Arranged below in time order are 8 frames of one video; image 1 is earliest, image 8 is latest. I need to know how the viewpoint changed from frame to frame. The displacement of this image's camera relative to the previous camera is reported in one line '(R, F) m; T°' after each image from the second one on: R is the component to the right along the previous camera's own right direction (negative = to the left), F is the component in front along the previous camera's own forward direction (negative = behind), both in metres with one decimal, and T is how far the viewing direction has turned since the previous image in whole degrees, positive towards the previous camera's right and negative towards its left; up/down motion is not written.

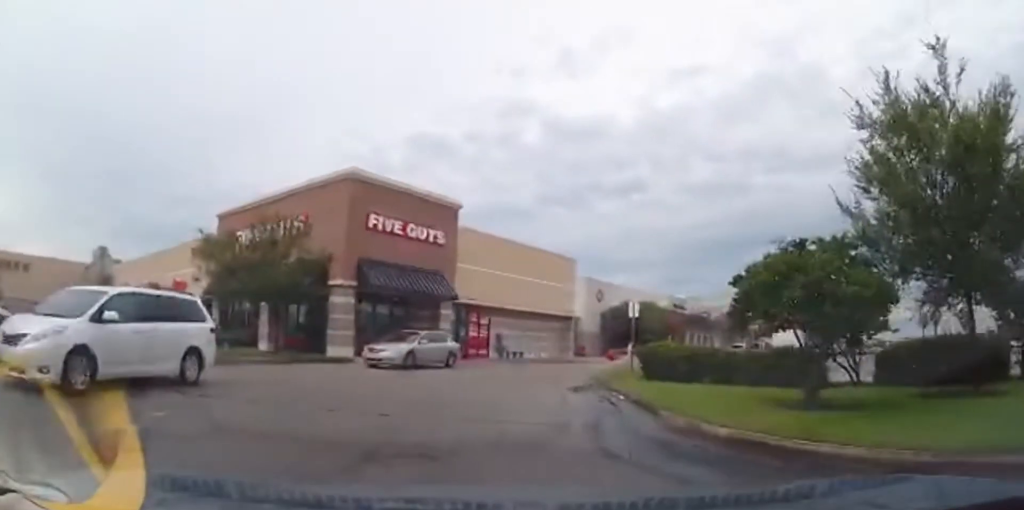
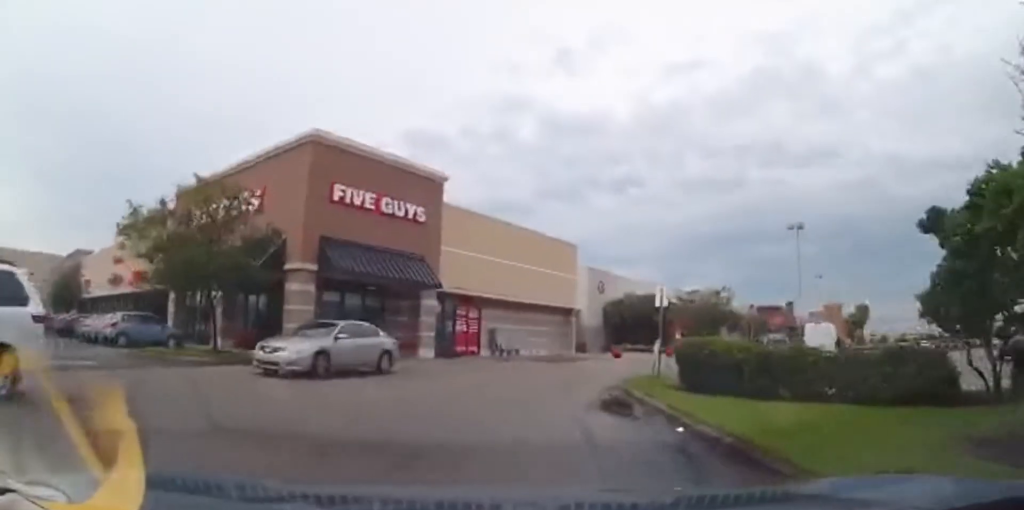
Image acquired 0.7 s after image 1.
(+0.1, +5.2) m; 0°
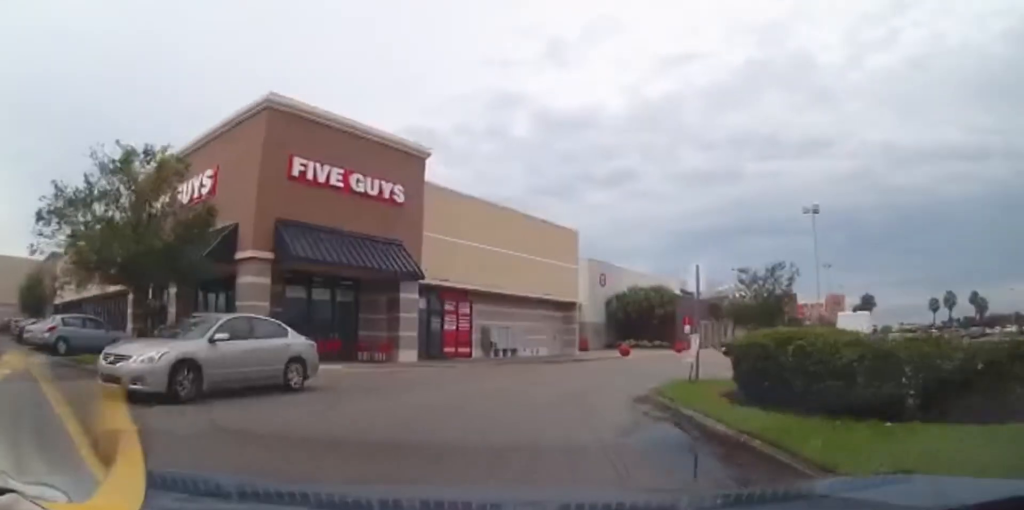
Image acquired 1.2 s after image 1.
(0.0, +3.9) m; -2°
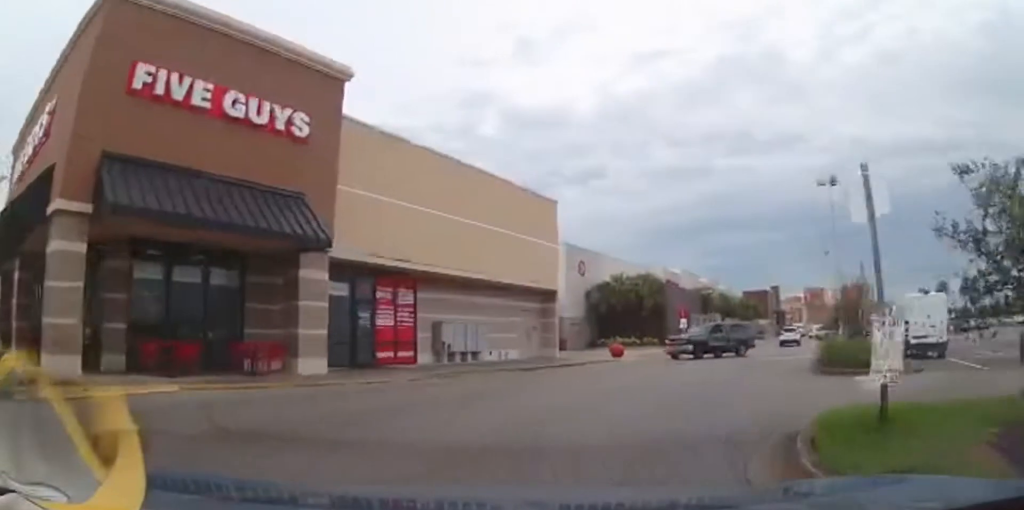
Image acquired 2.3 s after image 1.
(-0.4, +8.5) m; +10°
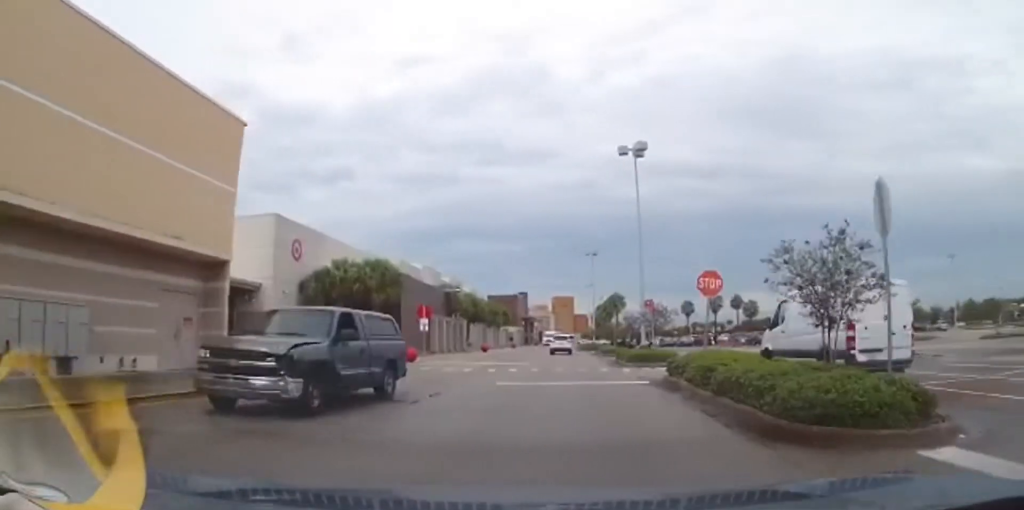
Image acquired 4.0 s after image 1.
(+2.8, +12.5) m; +14°
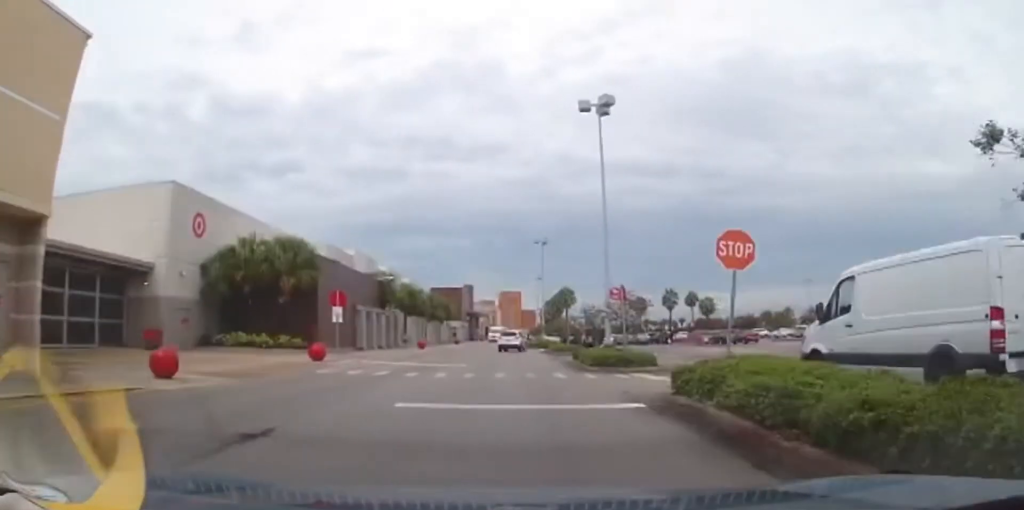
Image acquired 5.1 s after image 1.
(+0.1, +7.0) m; -1°
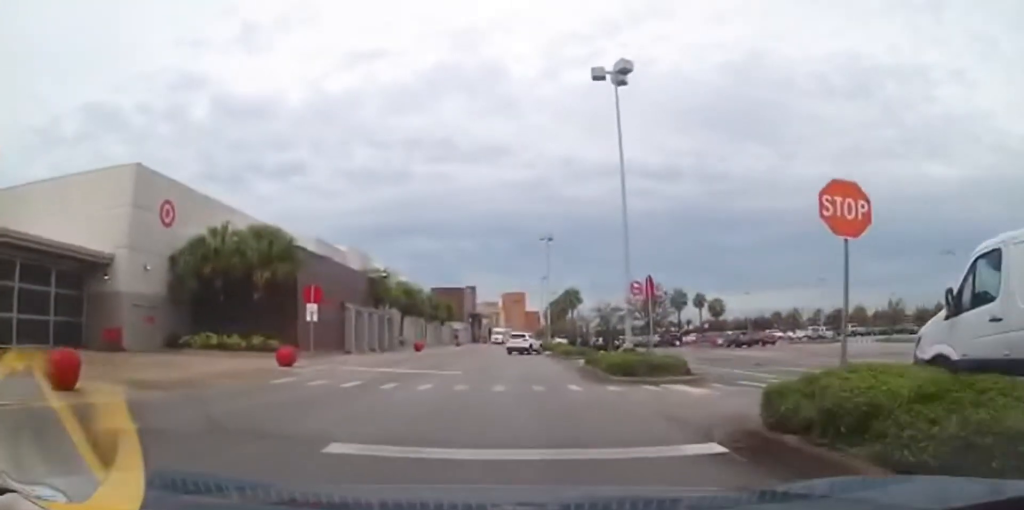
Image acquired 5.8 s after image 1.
(0.0, +4.2) m; 0°
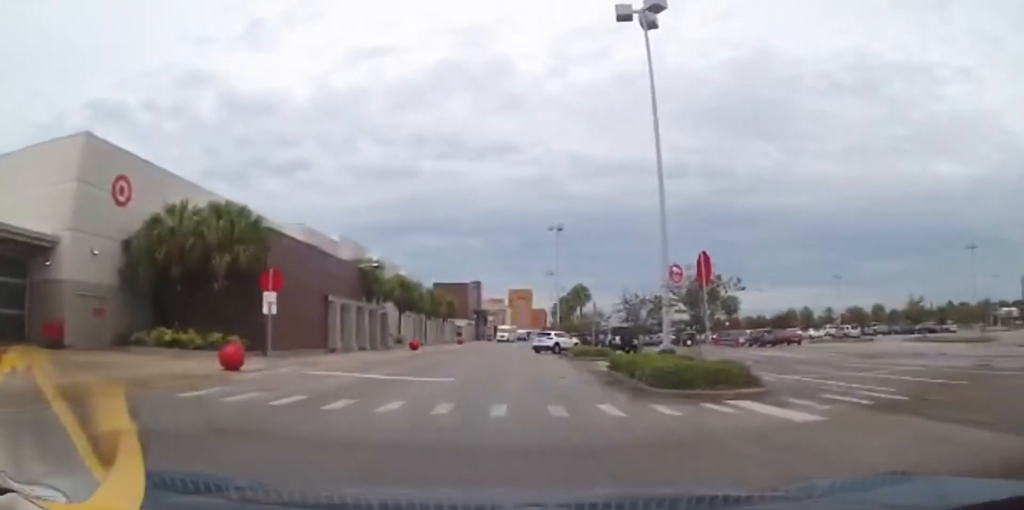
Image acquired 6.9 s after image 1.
(-0.1, +5.8) m; +6°
